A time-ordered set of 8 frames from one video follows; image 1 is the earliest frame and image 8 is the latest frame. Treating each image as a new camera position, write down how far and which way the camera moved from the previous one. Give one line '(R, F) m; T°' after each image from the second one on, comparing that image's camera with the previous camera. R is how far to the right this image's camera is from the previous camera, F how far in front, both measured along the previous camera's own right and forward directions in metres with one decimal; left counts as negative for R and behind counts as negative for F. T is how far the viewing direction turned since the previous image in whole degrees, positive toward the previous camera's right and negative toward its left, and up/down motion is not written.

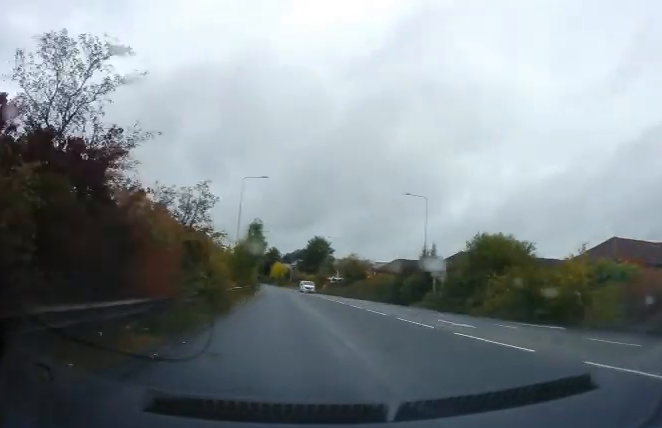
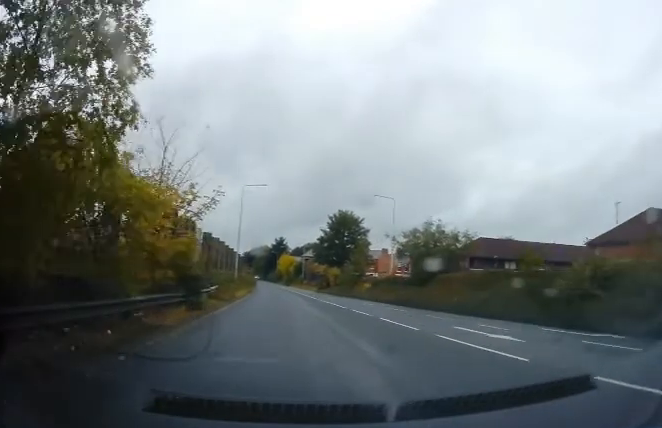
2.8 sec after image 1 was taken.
(-0.7, +38.3) m; -1°
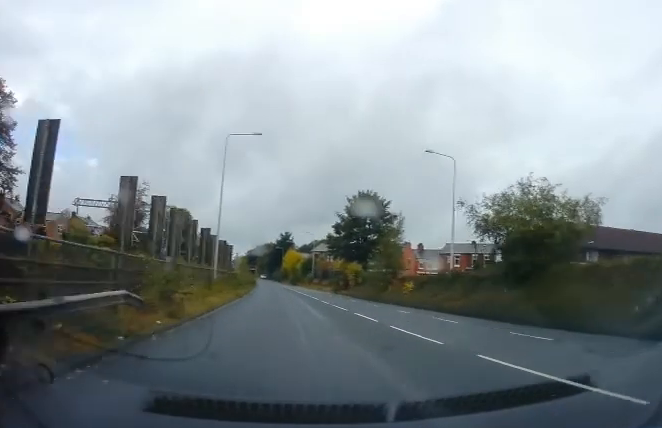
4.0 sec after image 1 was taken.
(+0.2, +15.5) m; -2°
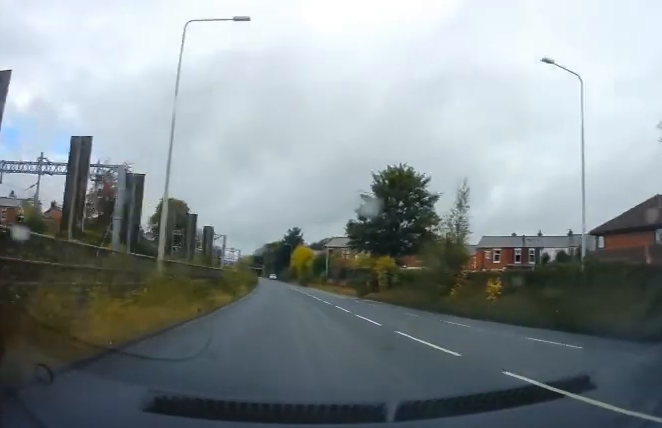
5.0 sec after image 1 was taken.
(-0.7, +13.8) m; -2°
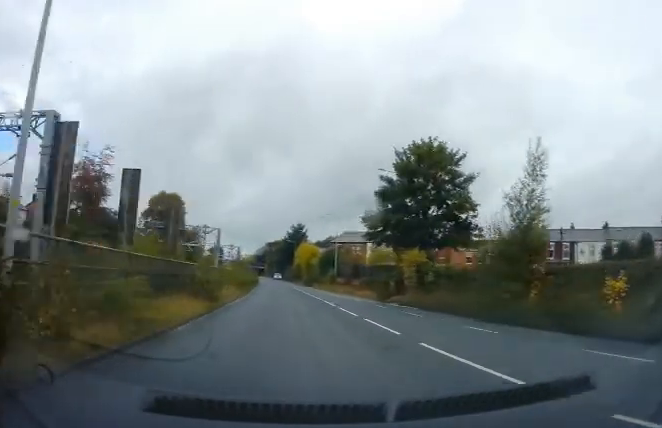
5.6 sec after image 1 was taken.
(+0.2, +8.8) m; +1°
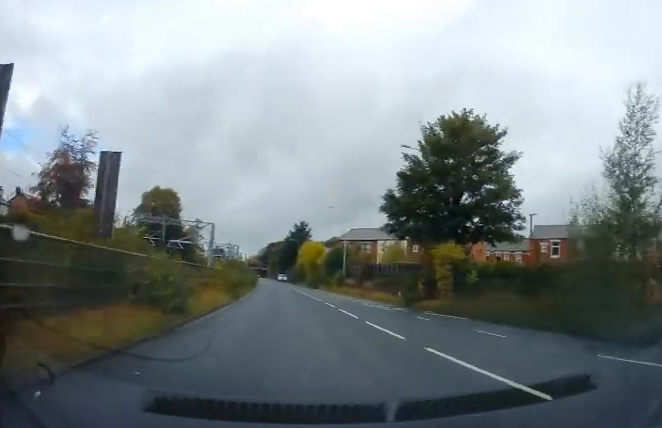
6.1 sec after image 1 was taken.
(0.0, +7.0) m; 0°
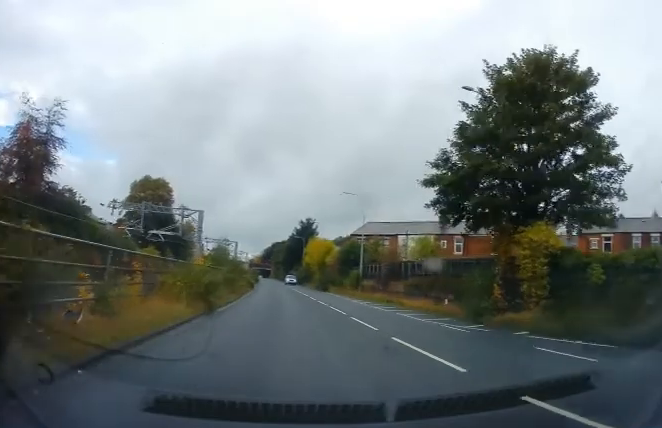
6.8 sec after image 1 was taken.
(+0.2, +10.4) m; -2°
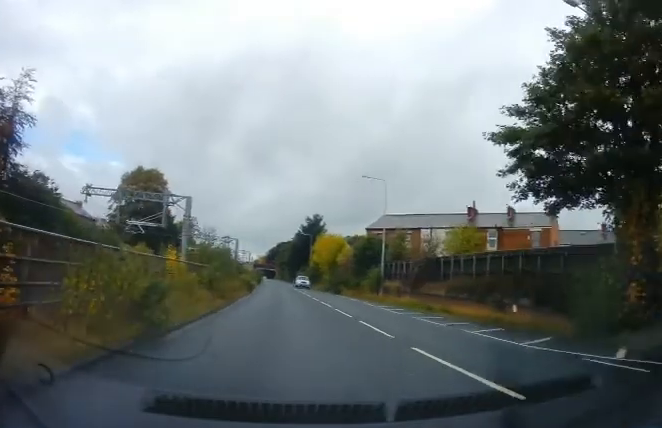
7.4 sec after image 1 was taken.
(-0.3, +7.5) m; -1°
